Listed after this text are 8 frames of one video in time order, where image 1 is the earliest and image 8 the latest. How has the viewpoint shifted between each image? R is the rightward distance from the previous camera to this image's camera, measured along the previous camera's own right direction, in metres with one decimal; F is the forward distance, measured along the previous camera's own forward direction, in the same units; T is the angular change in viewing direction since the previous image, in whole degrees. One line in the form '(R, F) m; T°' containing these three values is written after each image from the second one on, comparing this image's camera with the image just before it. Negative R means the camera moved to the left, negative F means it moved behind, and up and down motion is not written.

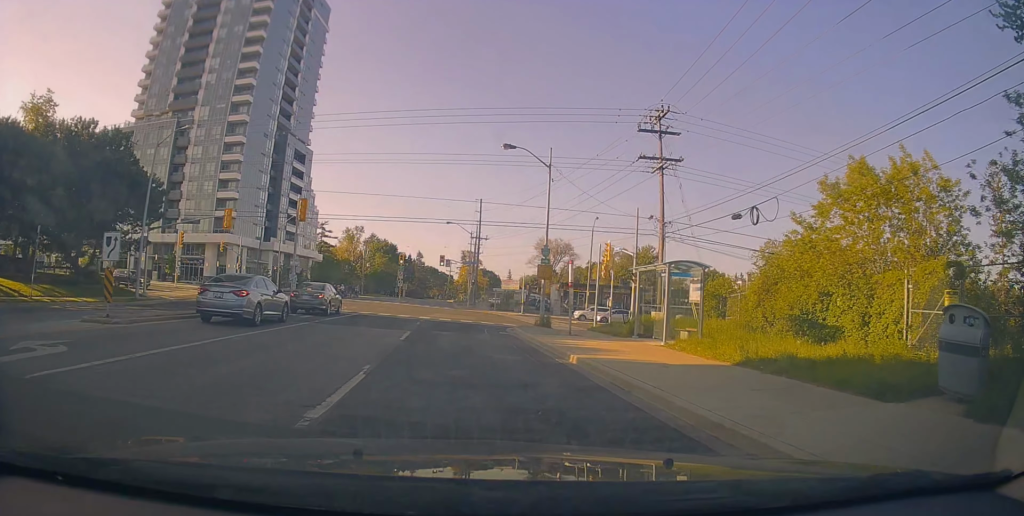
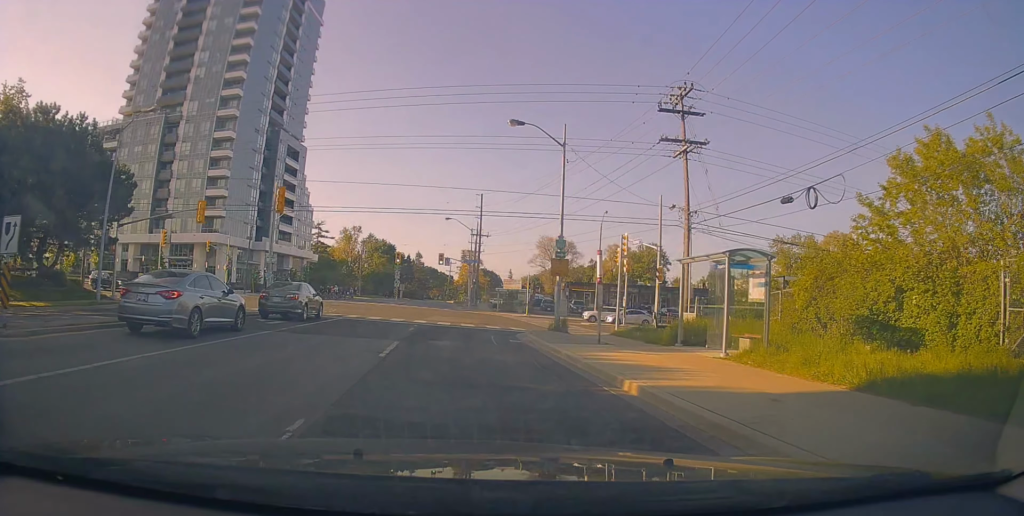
(+0.2, +4.5) m; 0°
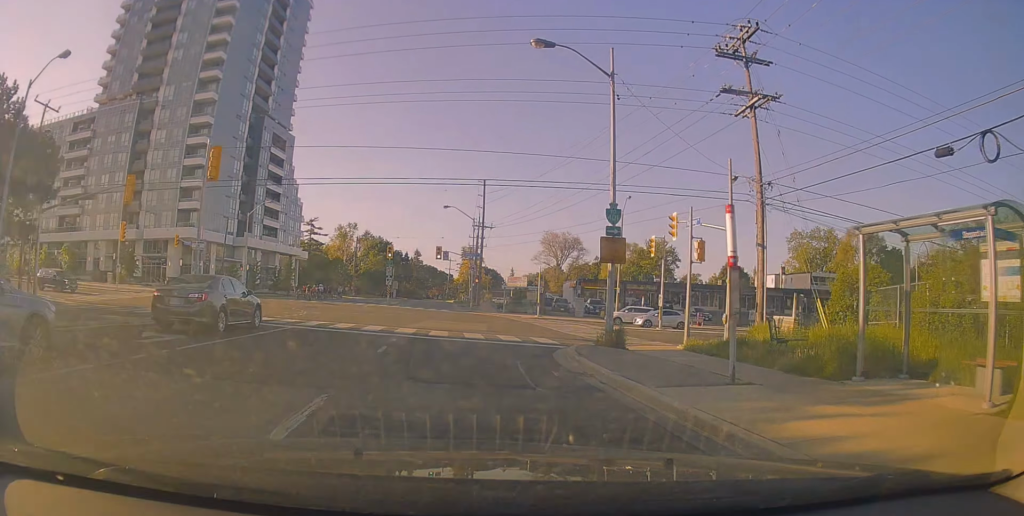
(0.0, +8.9) m; 0°
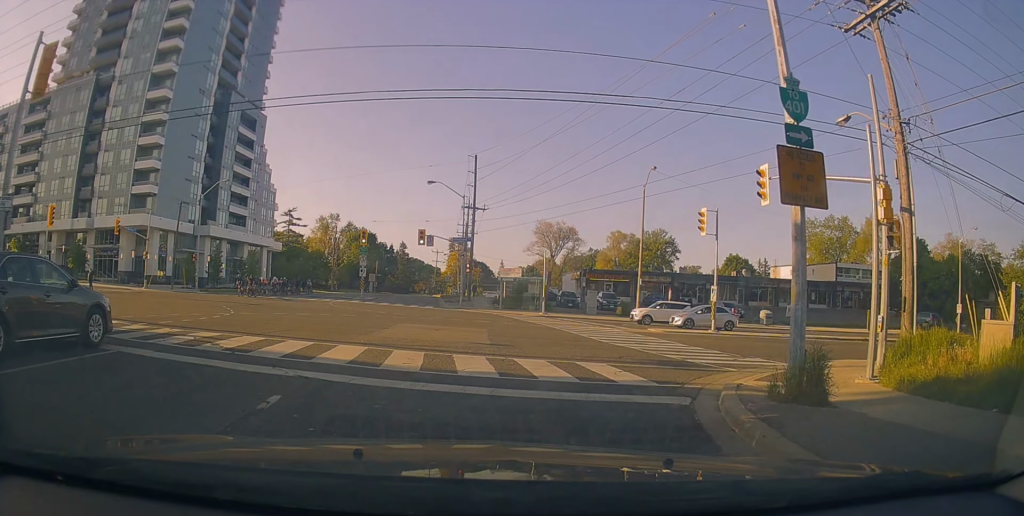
(+0.1, +11.8) m; +7°
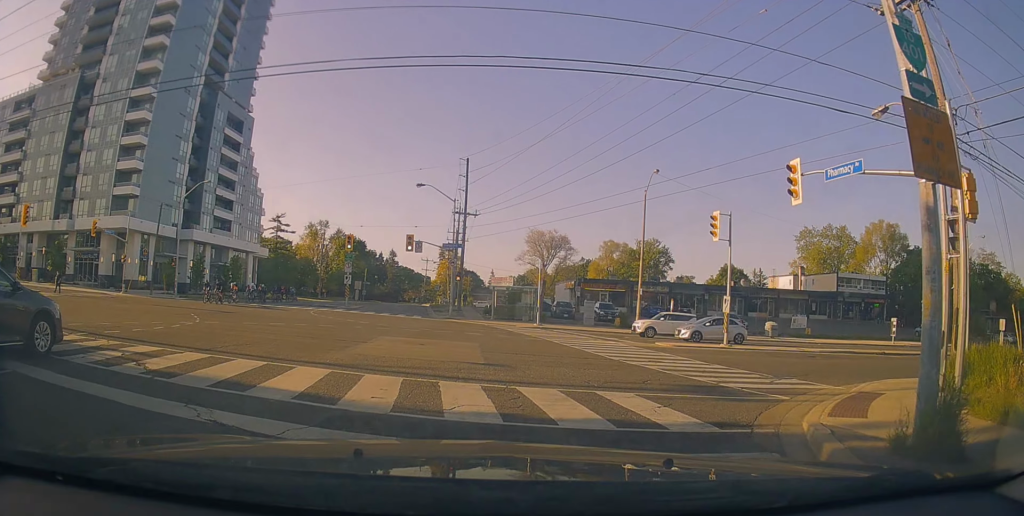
(+0.3, +3.0) m; +2°
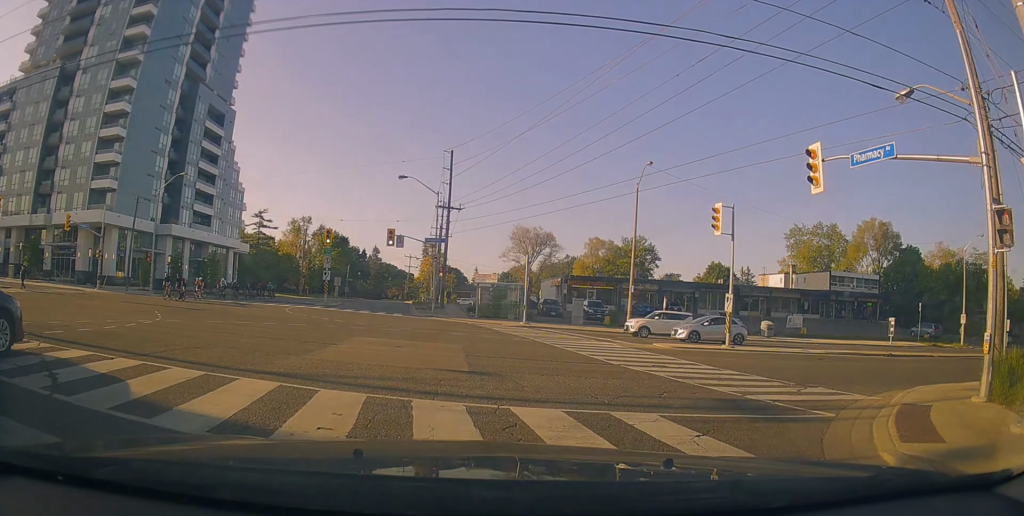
(+0.1, +2.5) m; +2°
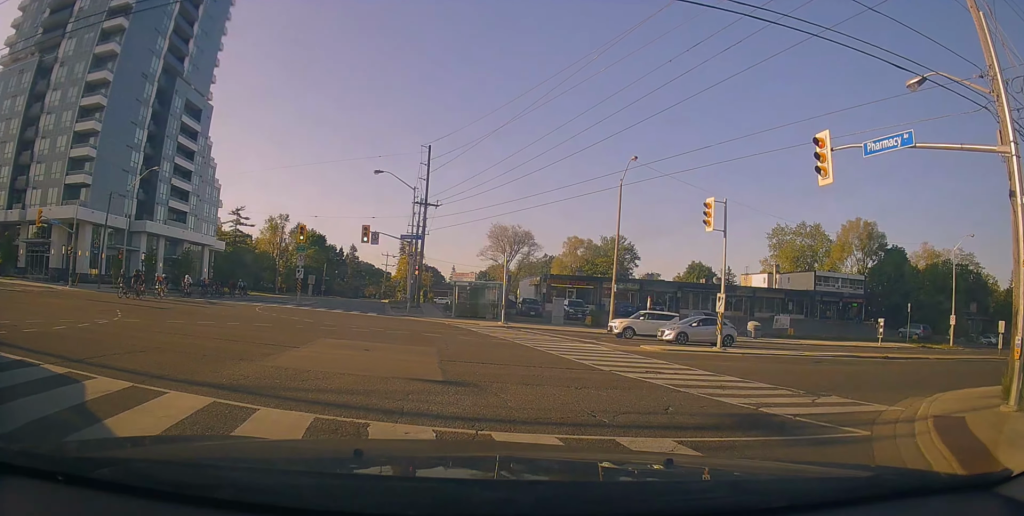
(-0.1, +1.4) m; +2°
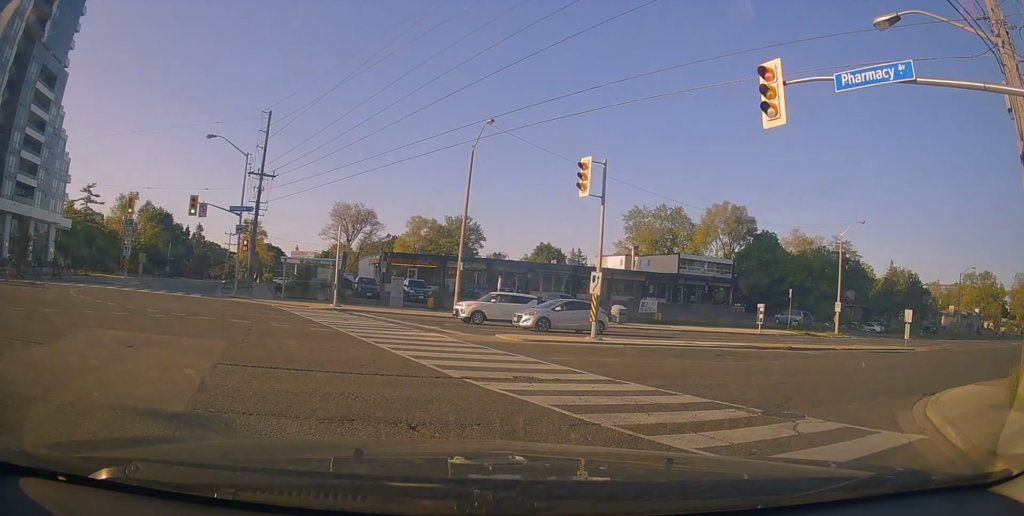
(+0.5, +4.0) m; +14°
